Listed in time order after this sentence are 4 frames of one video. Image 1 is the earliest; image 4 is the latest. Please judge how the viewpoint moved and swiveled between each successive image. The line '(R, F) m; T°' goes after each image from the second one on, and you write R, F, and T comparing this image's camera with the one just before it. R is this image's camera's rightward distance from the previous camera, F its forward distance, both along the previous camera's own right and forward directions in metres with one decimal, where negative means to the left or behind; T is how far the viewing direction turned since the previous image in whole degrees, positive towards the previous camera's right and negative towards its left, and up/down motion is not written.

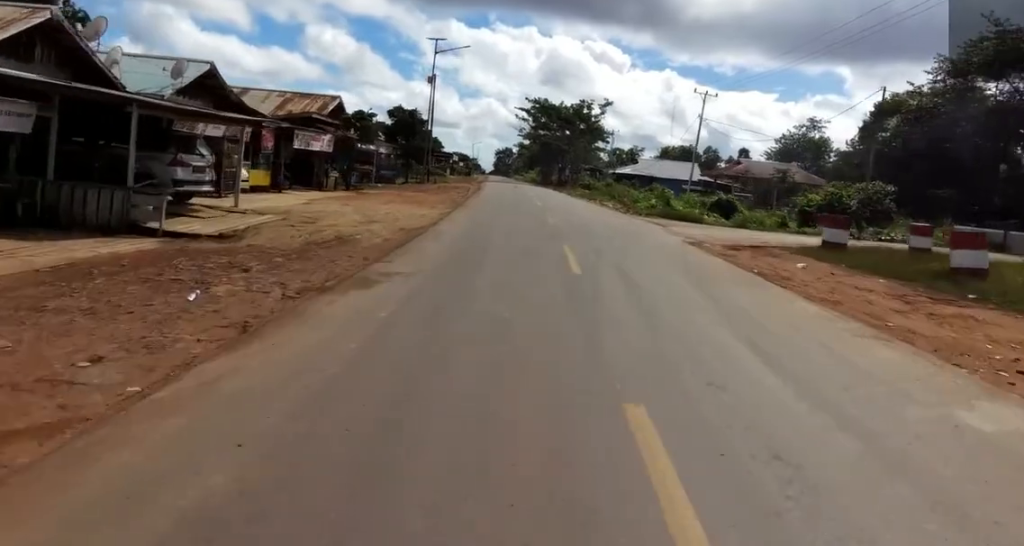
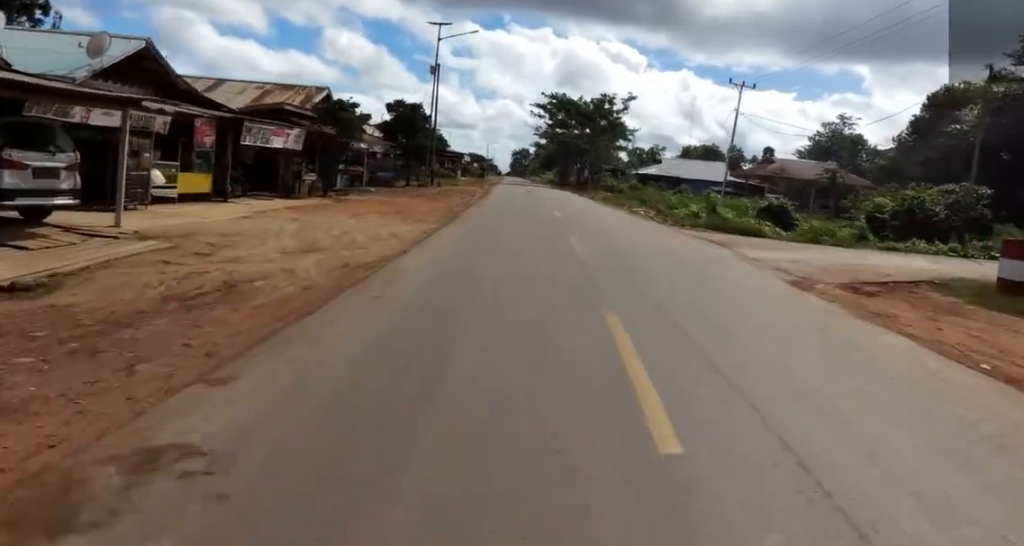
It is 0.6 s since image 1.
(+0.2, +5.4) m; -6°
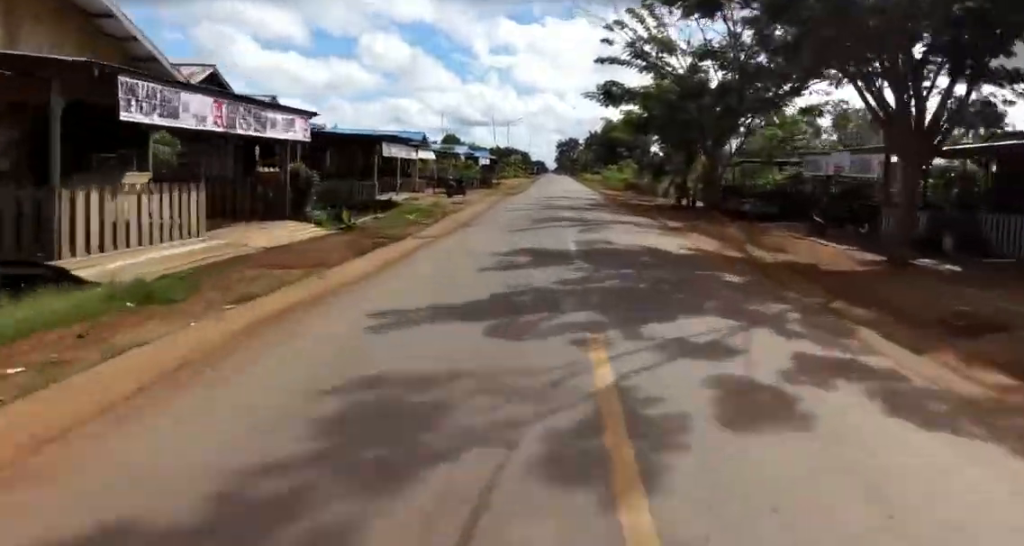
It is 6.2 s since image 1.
(-1.2, +65.2) m; -1°
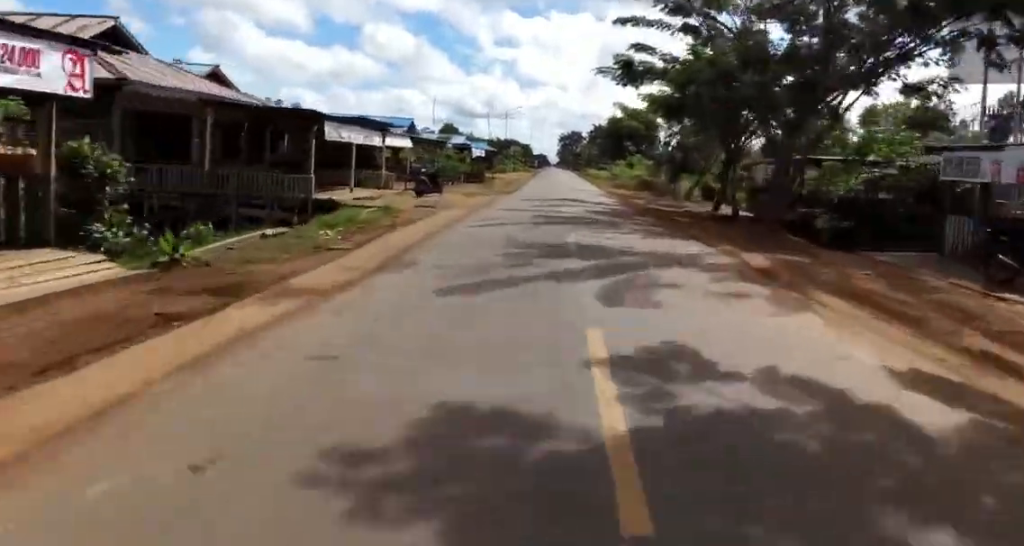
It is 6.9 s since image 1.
(-0.2, +8.2) m; -1°
